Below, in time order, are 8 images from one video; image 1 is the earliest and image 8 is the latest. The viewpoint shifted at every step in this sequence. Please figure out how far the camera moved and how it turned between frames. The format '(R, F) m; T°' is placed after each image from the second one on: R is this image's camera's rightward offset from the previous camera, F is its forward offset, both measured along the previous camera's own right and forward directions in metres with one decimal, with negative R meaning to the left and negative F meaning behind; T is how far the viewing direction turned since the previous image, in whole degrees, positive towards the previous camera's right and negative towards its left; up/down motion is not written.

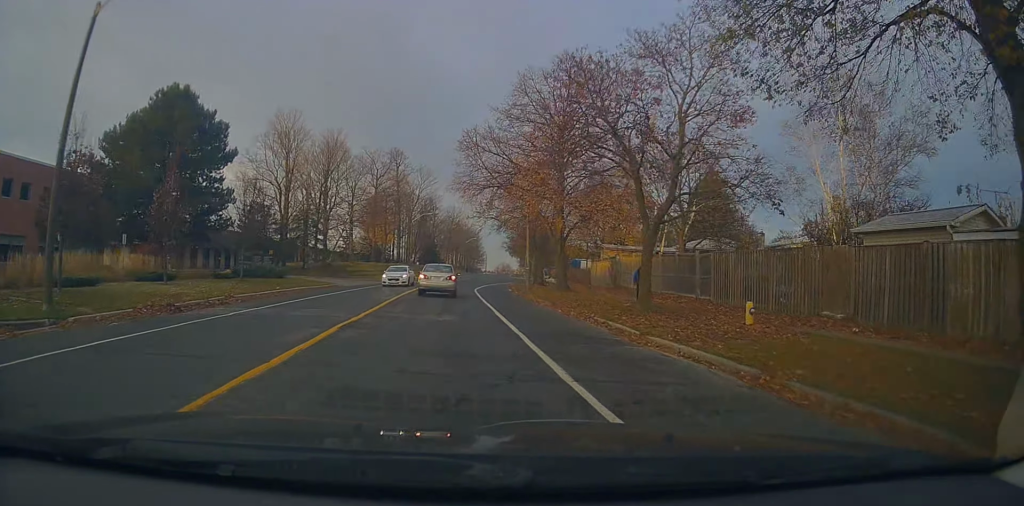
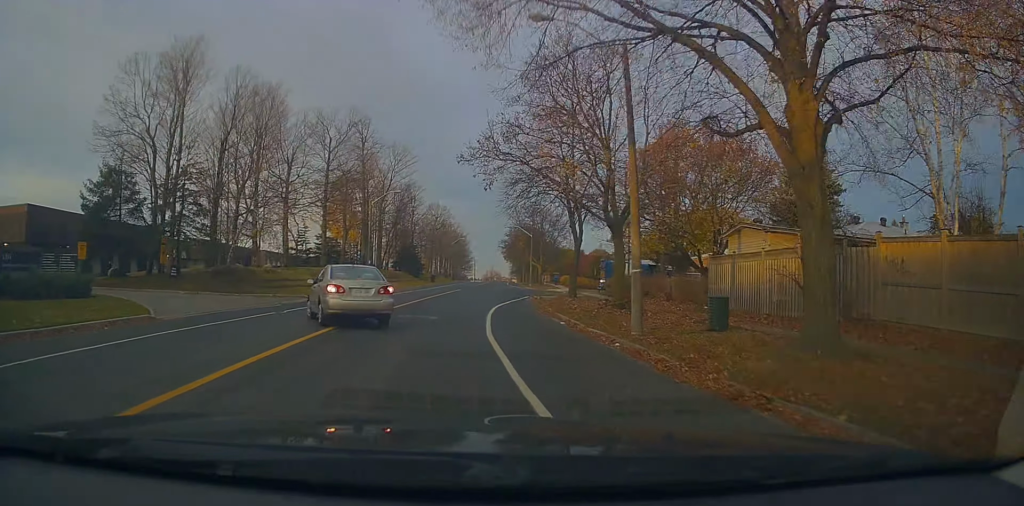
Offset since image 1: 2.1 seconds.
(+0.6, +28.8) m; +3°
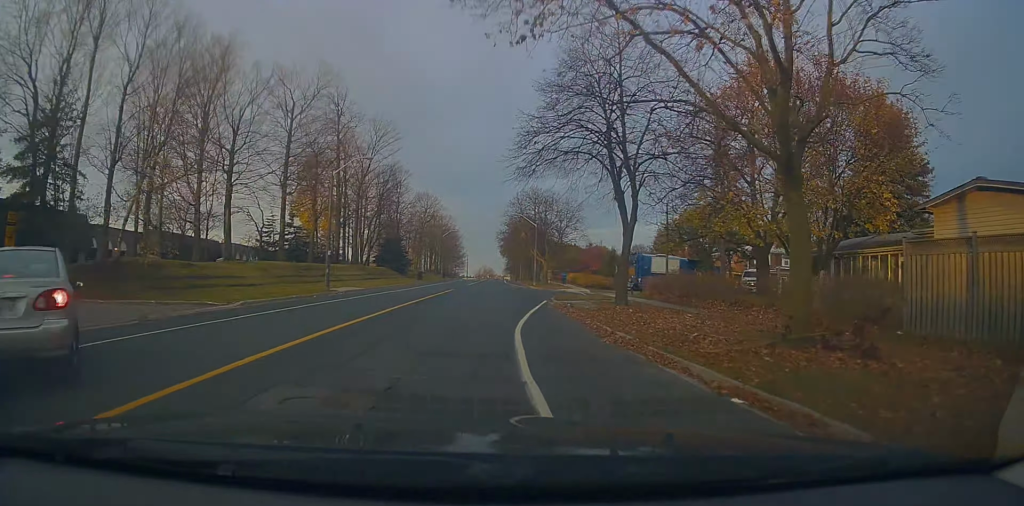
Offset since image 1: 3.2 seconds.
(-0.1, +12.3) m; +1°
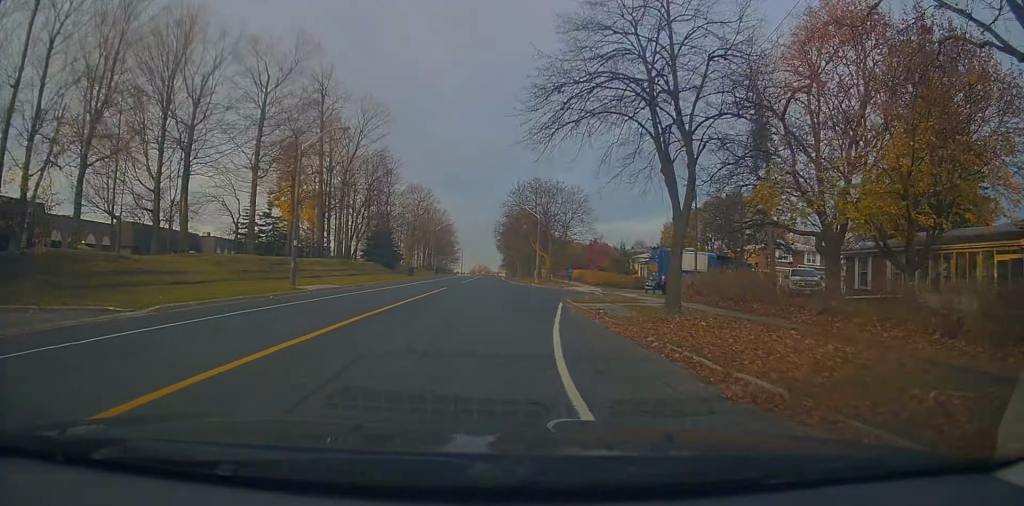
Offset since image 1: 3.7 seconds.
(-0.1, +5.9) m; +1°
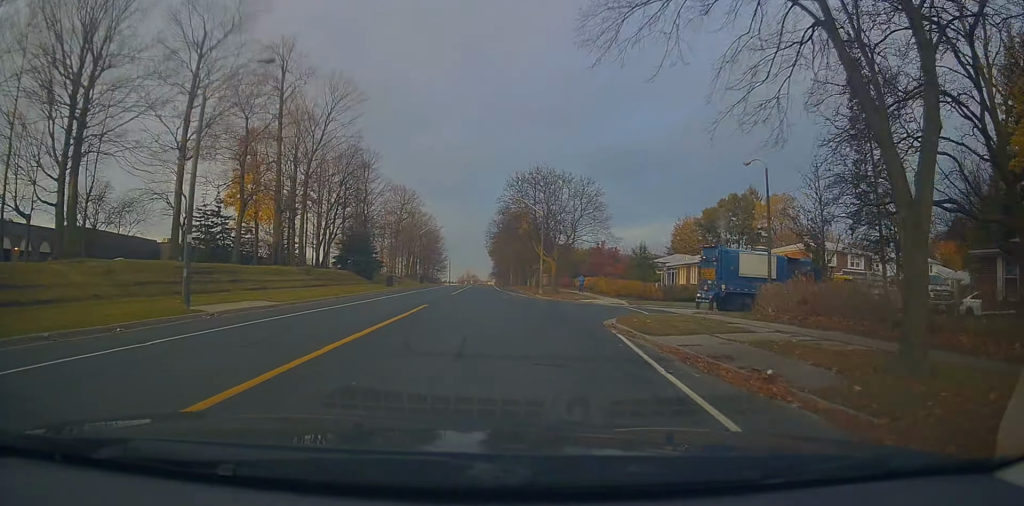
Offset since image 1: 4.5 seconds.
(+0.4, +10.3) m; +3°
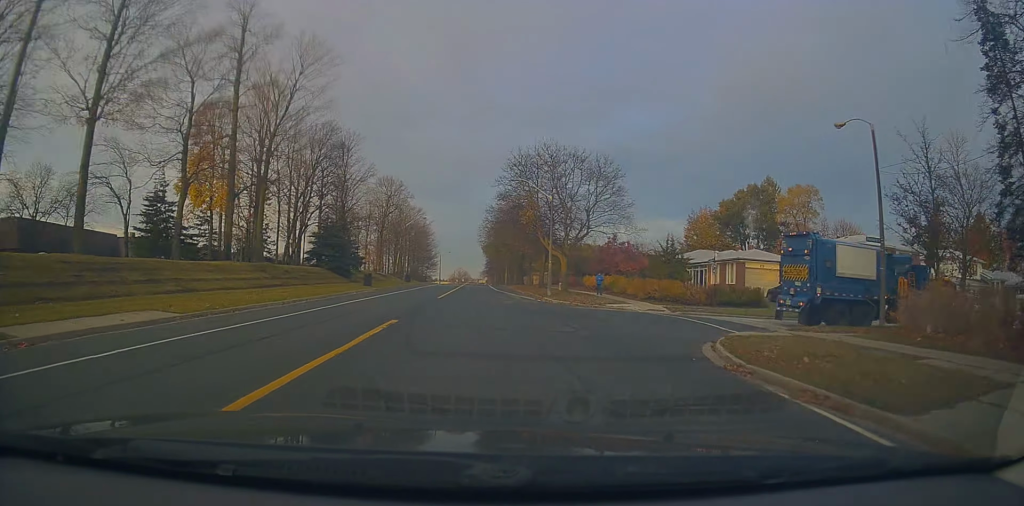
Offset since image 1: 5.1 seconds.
(+0.1, +8.6) m; -1°
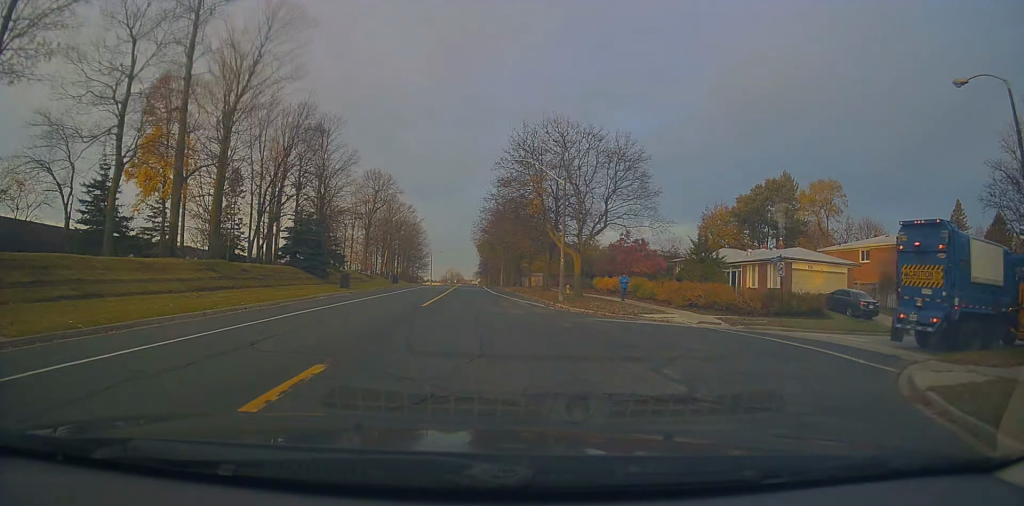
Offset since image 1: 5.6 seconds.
(+0.1, +6.9) m; -1°
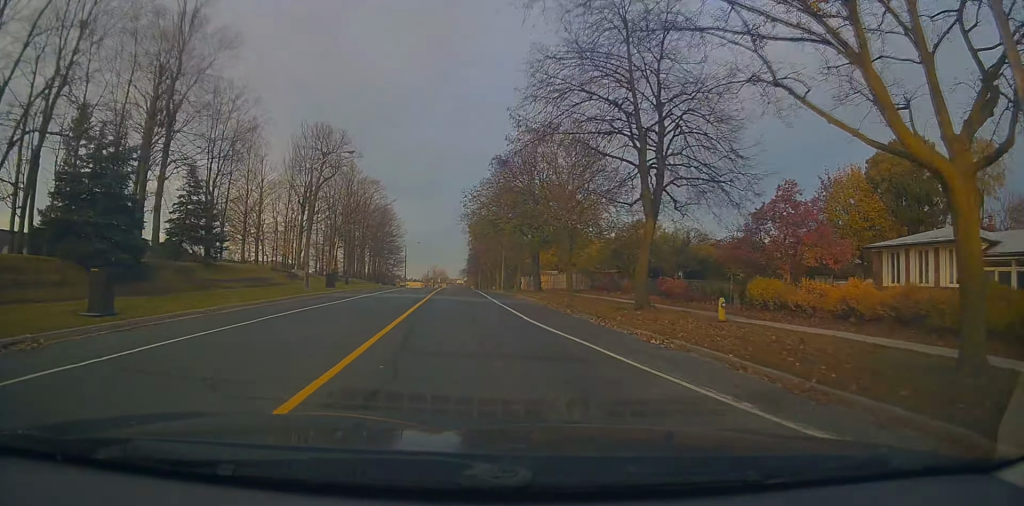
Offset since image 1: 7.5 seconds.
(+0.3, +29.3) m; +2°
